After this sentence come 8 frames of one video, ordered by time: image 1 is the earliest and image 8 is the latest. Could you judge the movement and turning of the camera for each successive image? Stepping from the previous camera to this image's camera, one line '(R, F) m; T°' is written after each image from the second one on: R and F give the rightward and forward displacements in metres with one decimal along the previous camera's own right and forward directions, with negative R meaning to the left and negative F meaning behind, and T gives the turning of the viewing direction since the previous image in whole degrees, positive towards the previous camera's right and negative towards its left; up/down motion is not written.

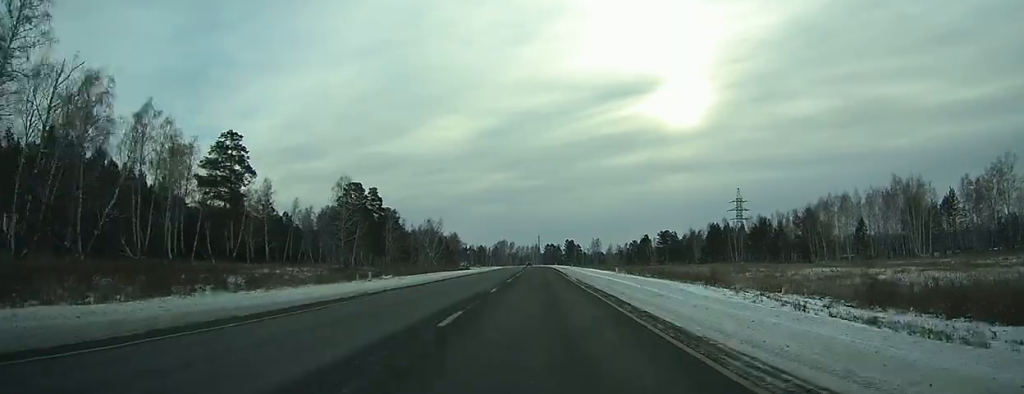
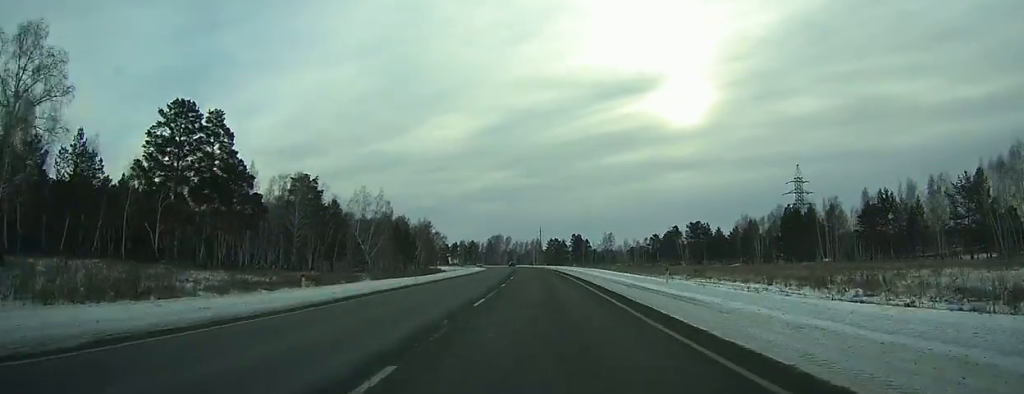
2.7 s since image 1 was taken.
(-0.2, +64.7) m; -1°
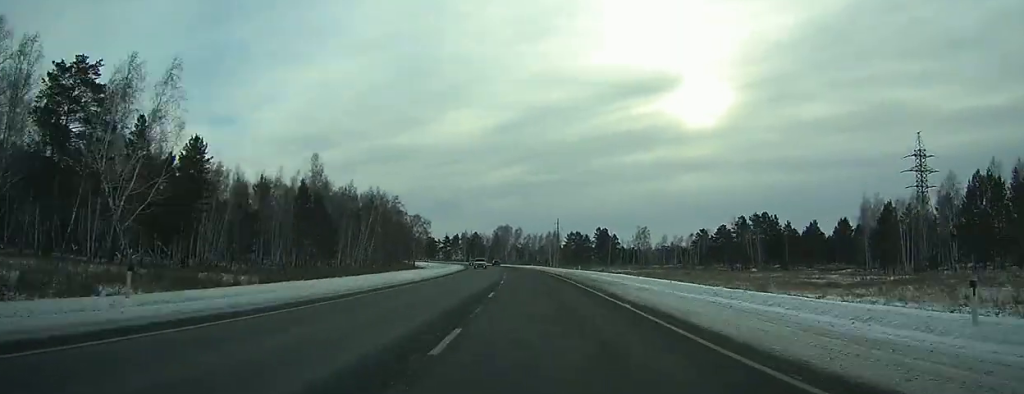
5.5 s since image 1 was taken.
(-0.7, +67.6) m; -2°
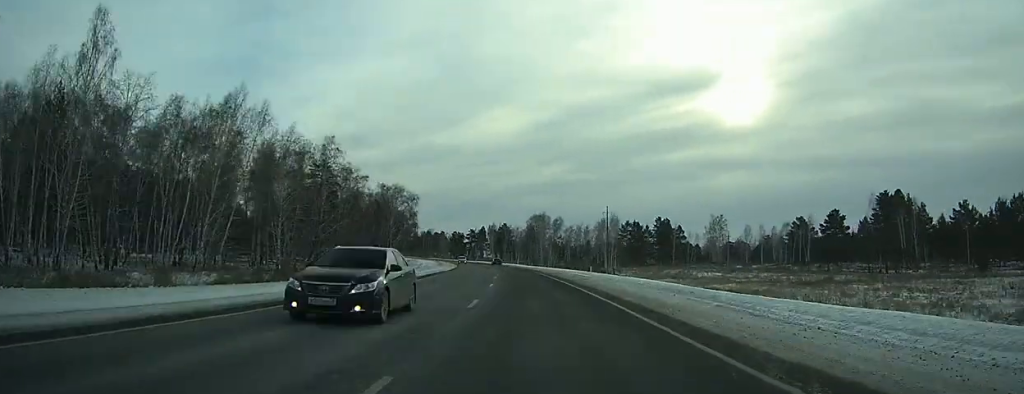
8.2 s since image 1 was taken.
(-1.4, +64.9) m; -3°
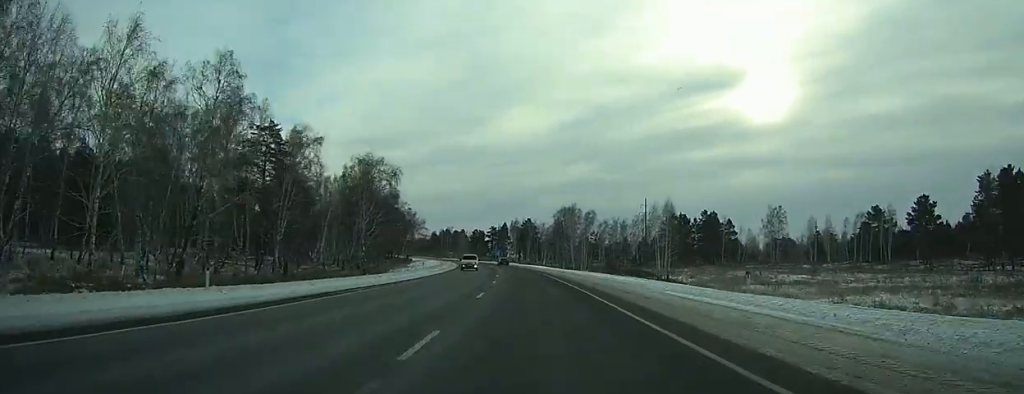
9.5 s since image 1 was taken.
(-0.8, +31.6) m; -2°
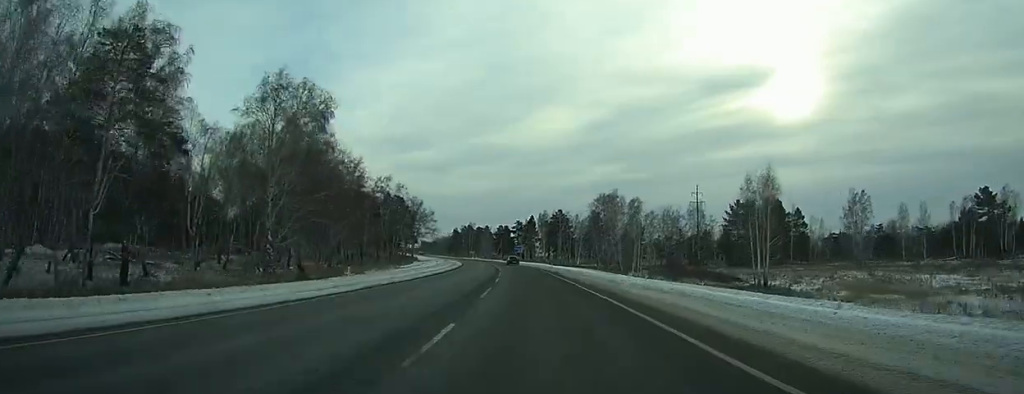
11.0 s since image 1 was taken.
(-0.7, +33.7) m; -3°
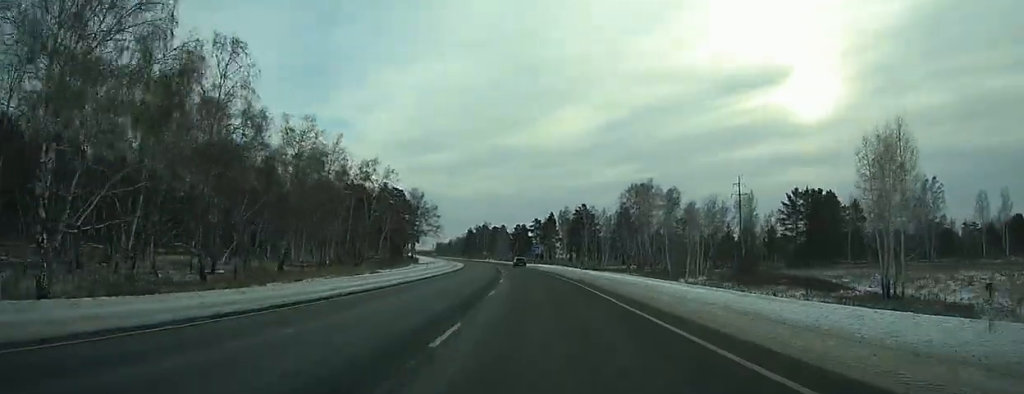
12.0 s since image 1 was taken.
(-0.4, +22.2) m; -2°
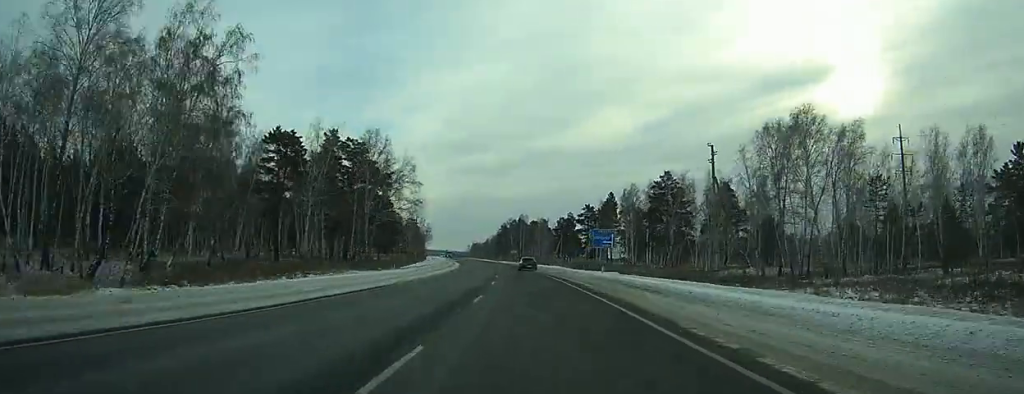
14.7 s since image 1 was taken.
(-2.3, +62.1) m; -4°
